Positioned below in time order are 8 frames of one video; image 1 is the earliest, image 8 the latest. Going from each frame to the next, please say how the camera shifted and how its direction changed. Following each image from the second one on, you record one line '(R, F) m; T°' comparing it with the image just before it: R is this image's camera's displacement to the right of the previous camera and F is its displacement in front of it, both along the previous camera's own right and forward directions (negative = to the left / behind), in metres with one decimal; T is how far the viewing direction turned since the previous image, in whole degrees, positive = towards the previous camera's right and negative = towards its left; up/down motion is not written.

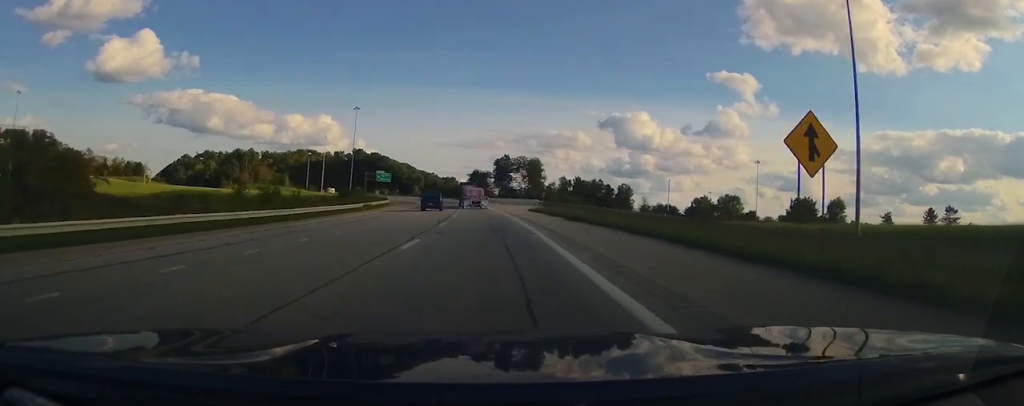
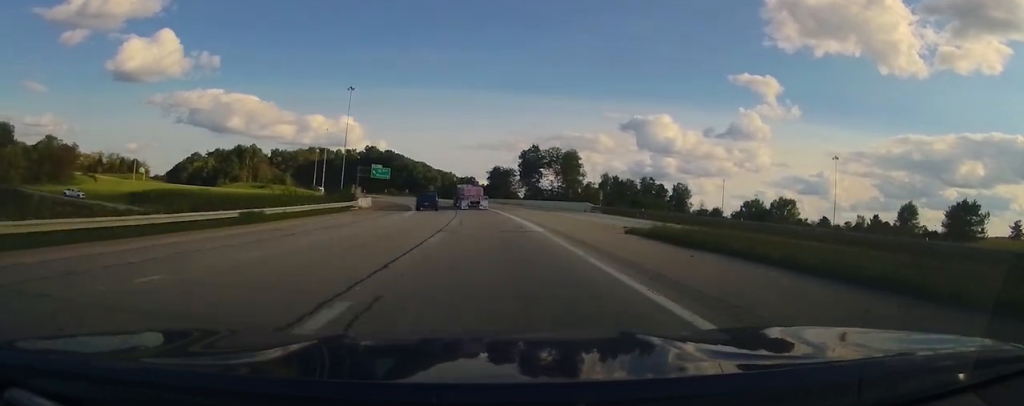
(-0.7, +35.1) m; -4°
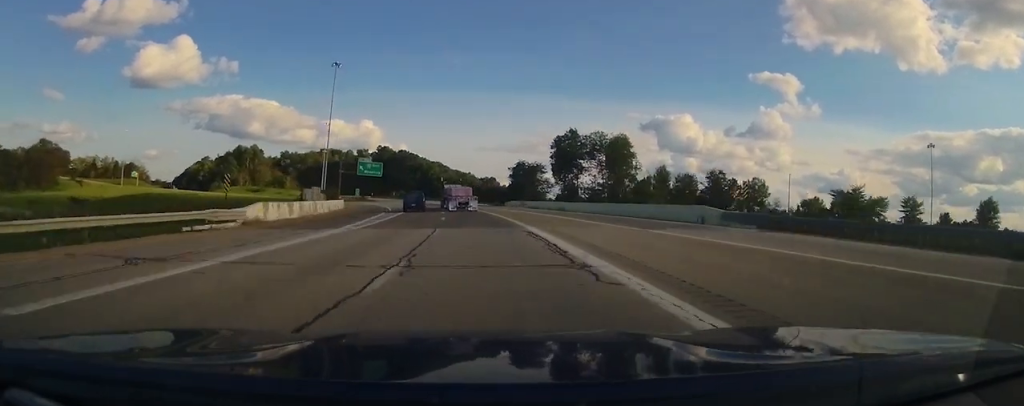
(-1.7, +32.6) m; -3°
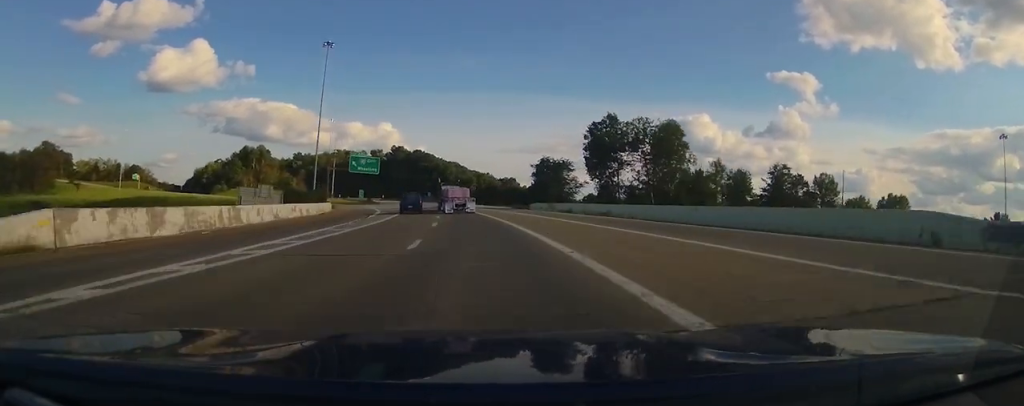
(0.0, +18.9) m; 0°
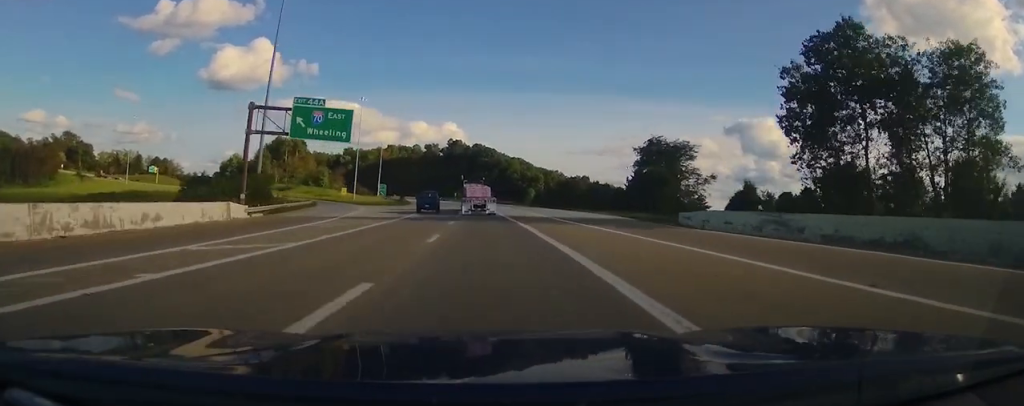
(0.0, +46.9) m; -3°
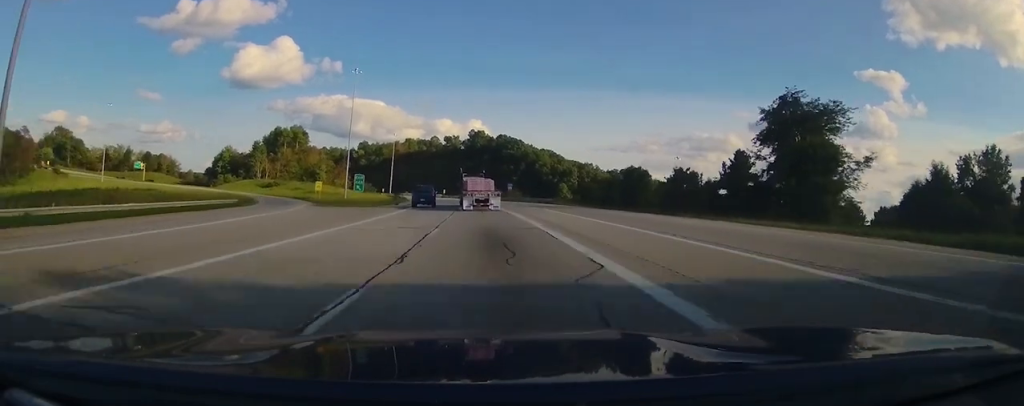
(-2.4, +35.9) m; -8°
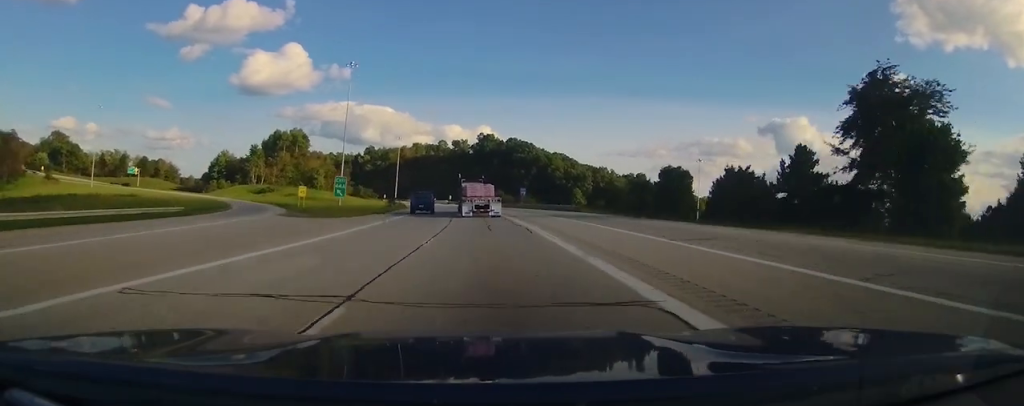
(-0.7, +13.4) m; -3°
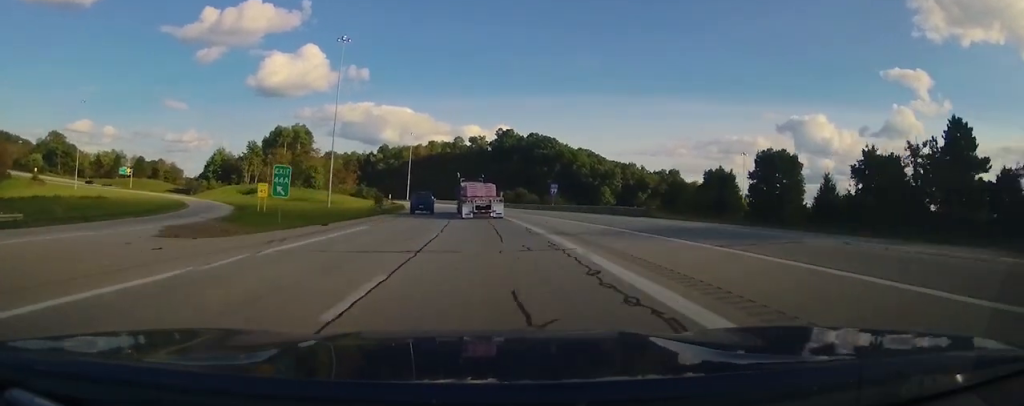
(-0.1, +21.4) m; 0°
